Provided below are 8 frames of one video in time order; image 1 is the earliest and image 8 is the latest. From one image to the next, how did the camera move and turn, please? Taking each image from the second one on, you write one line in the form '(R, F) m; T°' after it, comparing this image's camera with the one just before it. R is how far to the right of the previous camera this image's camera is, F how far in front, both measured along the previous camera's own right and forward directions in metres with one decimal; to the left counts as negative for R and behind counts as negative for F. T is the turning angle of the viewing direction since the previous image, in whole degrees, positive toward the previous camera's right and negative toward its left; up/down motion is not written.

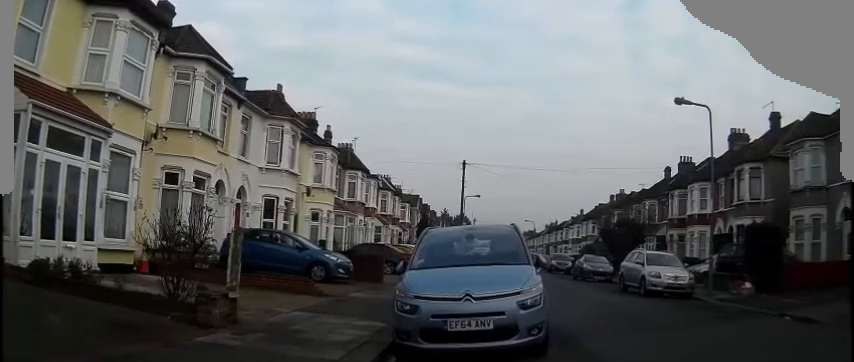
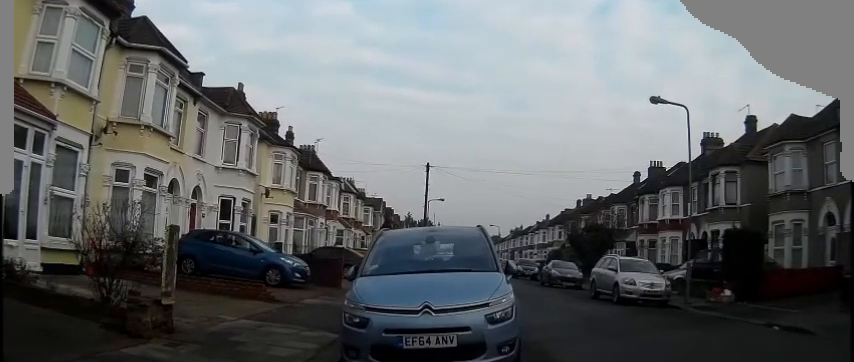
(-0.3, +0.7) m; 0°
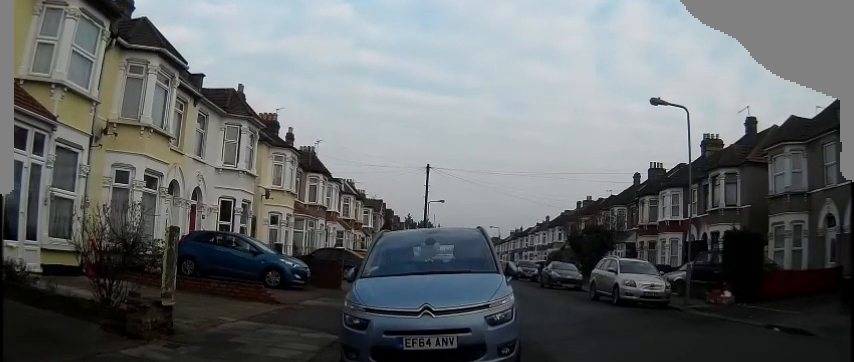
(+0.2, +0.3) m; 0°
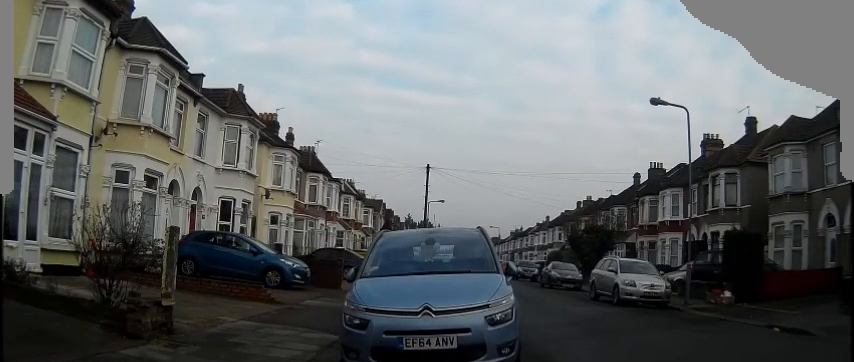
(-0.1, 0.0) m; 0°
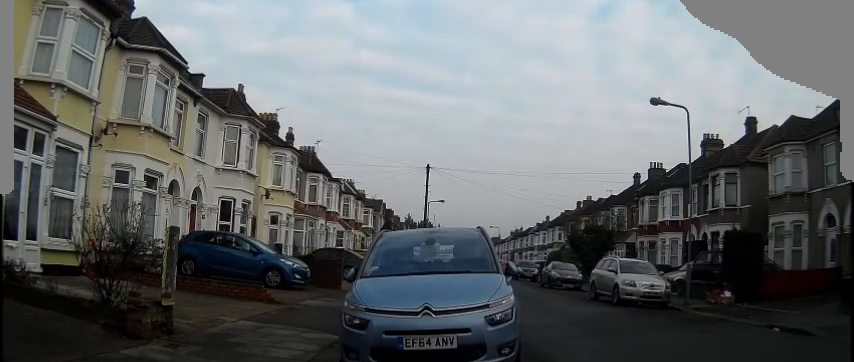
(-0.1, 0.0) m; 0°
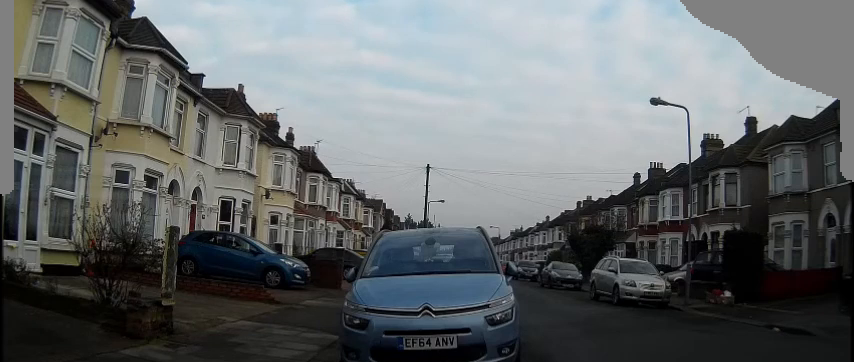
(-0.1, 0.0) m; 0°
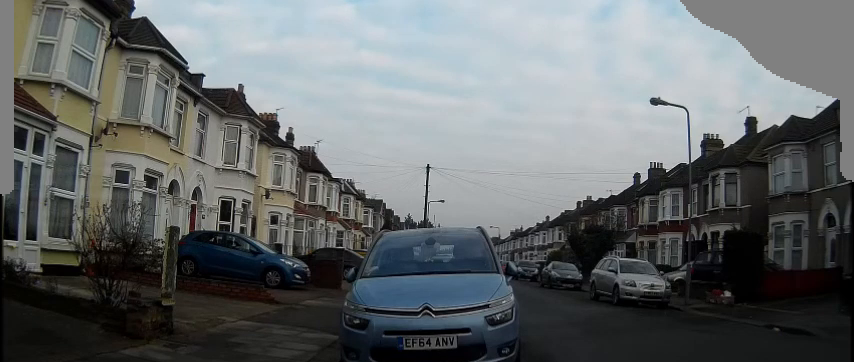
(0.0, +0.1) m; 0°
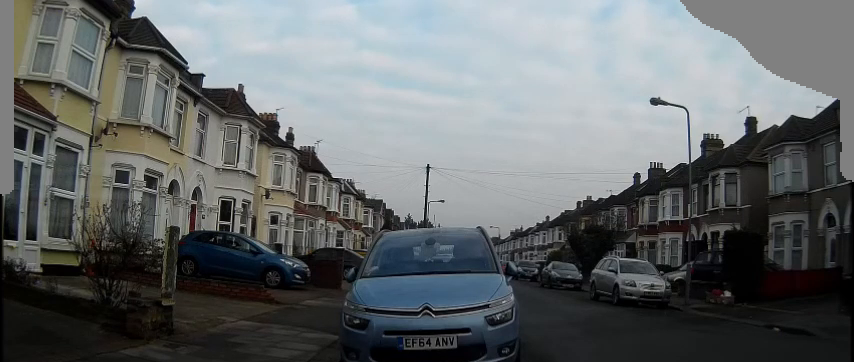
(0.0, +0.1) m; 0°
